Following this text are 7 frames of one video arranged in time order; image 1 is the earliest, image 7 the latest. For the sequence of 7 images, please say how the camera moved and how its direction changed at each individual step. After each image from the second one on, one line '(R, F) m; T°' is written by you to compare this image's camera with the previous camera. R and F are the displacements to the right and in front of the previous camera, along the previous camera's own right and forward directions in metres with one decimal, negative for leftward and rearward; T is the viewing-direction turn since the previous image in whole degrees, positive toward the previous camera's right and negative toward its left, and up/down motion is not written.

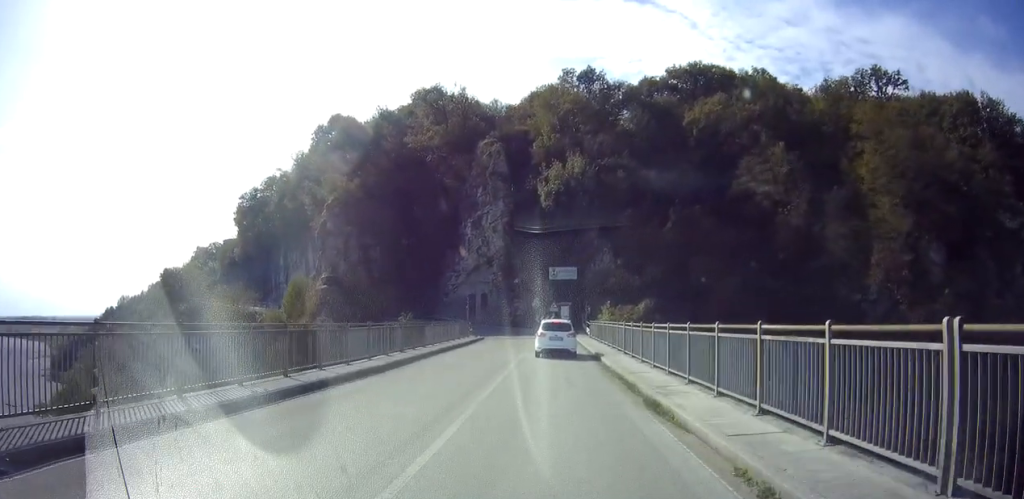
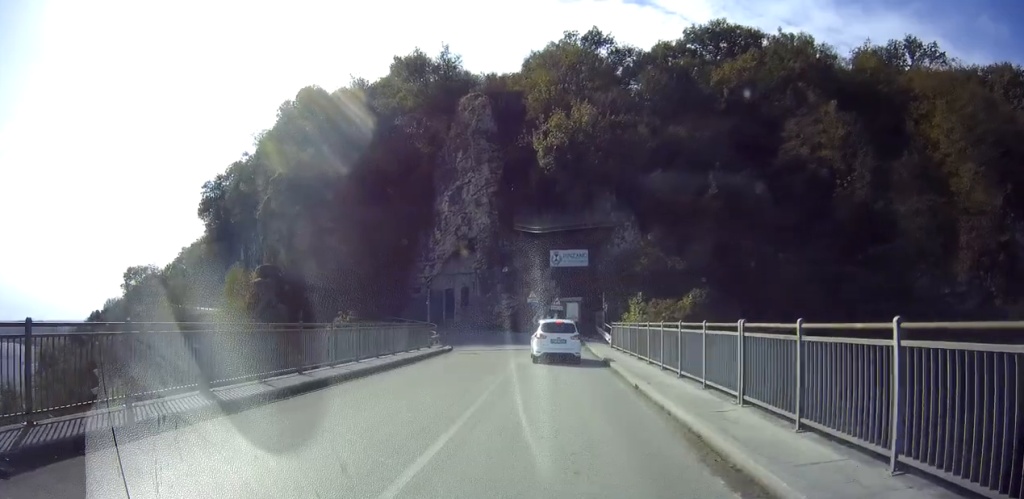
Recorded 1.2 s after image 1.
(-0.1, +13.6) m; -1°
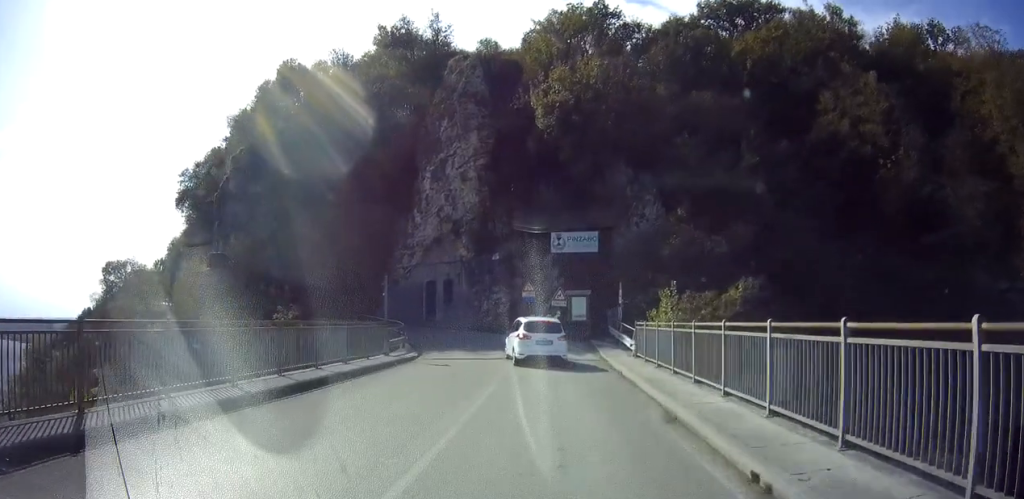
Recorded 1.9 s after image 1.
(0.0, +7.2) m; -1°
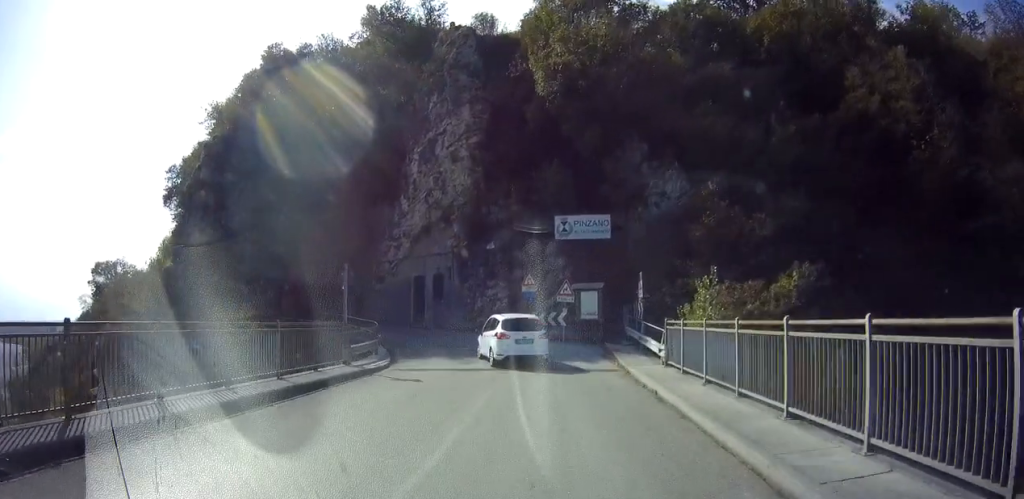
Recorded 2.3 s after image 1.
(+0.1, +5.0) m; -1°
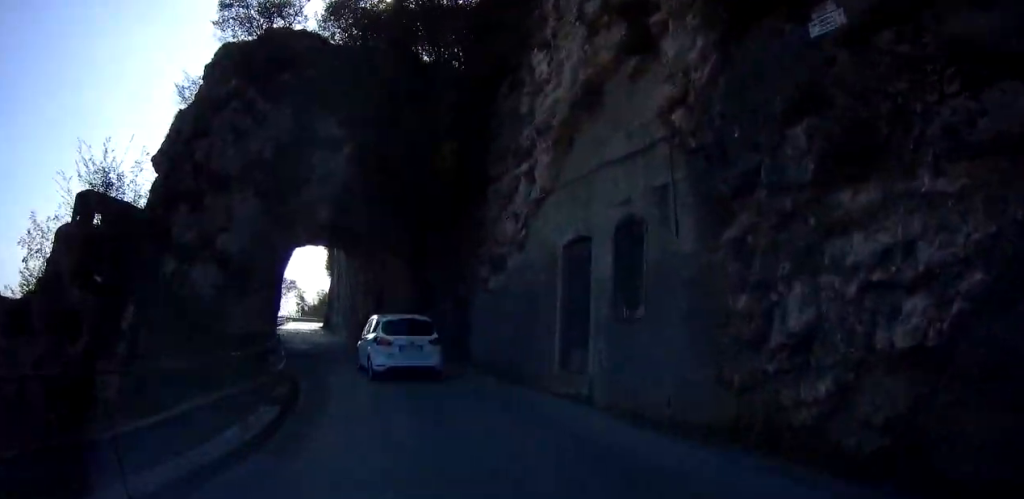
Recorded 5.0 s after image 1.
(-3.0, +22.6) m; -23°
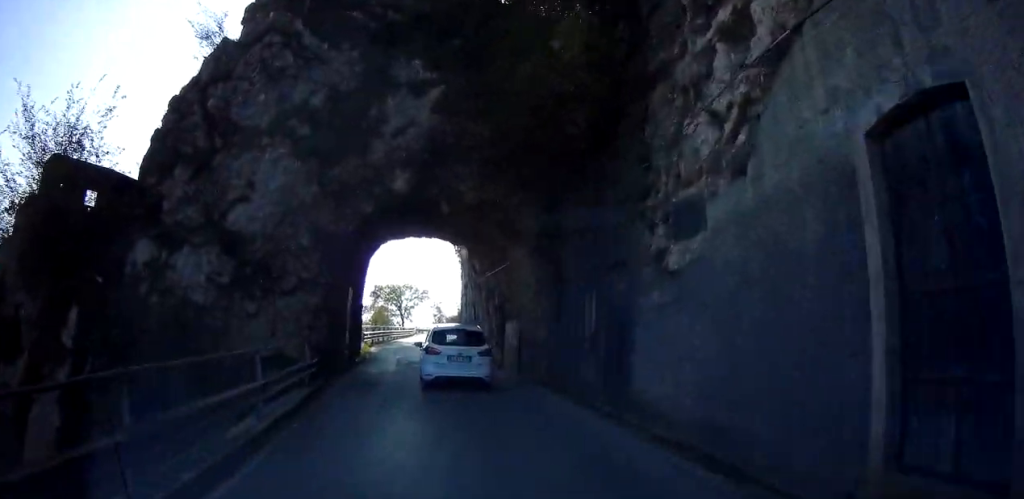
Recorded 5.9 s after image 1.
(-0.9, +6.5) m; -13°
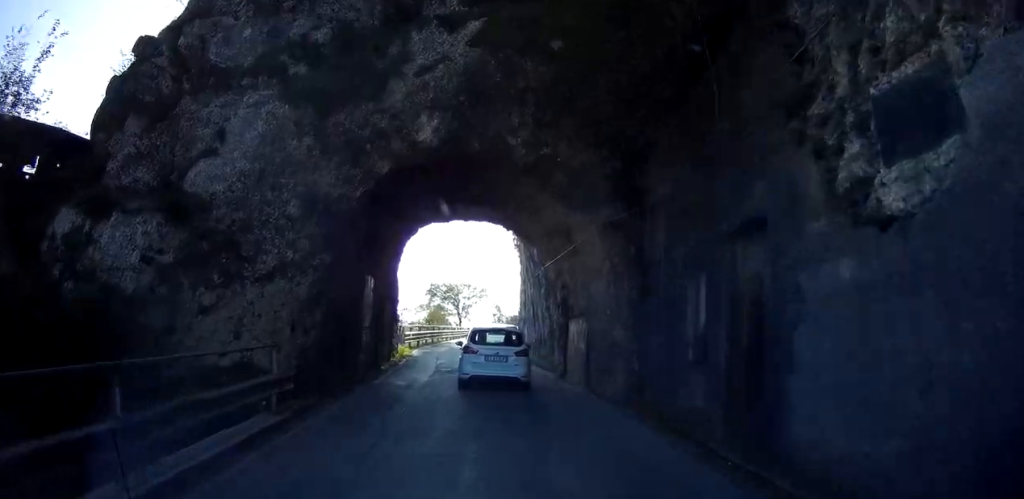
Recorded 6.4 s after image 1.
(-0.3, +3.4) m; -6°
